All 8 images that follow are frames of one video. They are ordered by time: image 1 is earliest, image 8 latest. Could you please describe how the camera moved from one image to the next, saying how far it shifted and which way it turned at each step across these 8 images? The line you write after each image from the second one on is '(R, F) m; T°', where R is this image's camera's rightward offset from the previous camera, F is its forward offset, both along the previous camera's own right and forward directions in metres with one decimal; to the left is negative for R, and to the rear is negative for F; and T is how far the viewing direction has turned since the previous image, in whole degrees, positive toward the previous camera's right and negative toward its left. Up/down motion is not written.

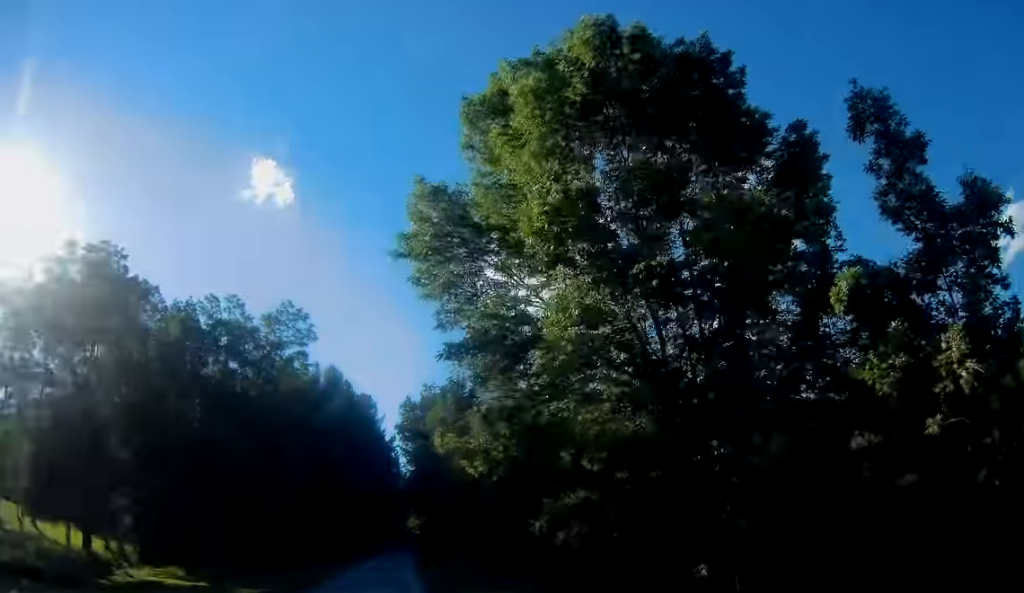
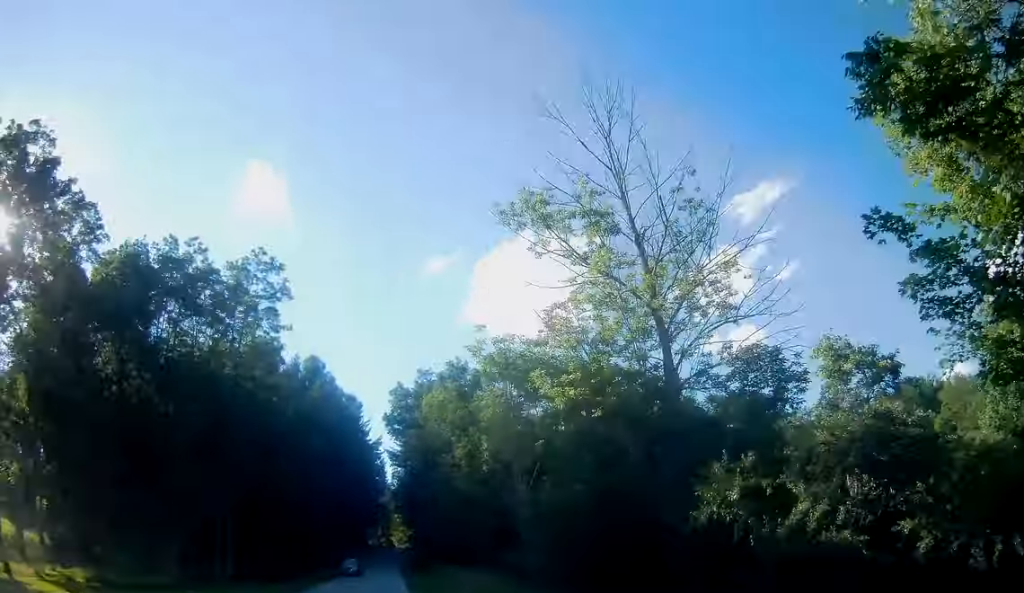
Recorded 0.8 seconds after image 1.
(+0.2, +15.8) m; +1°
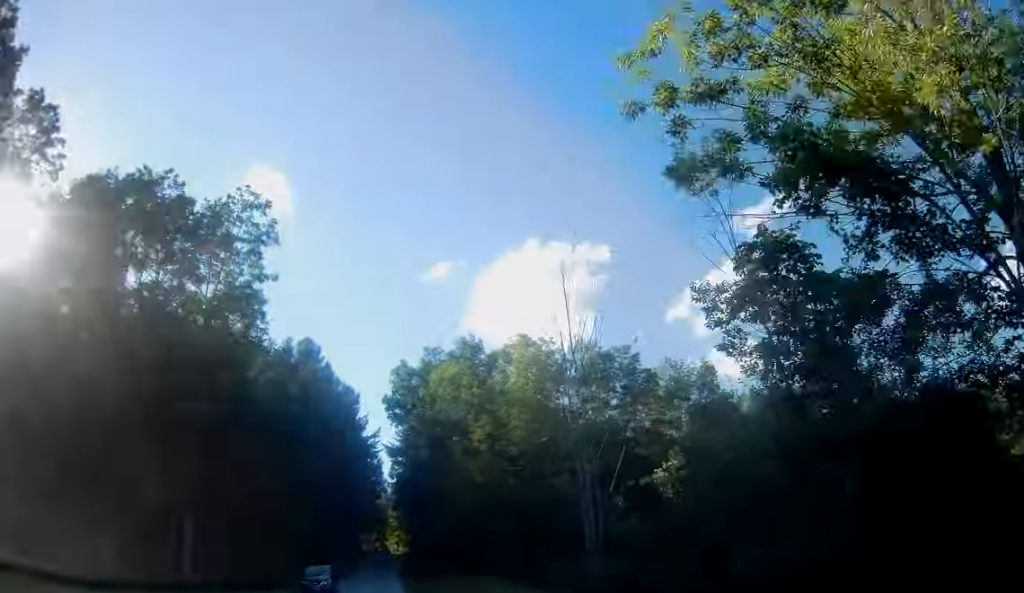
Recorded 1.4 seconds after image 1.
(+0.2, +10.9) m; +1°
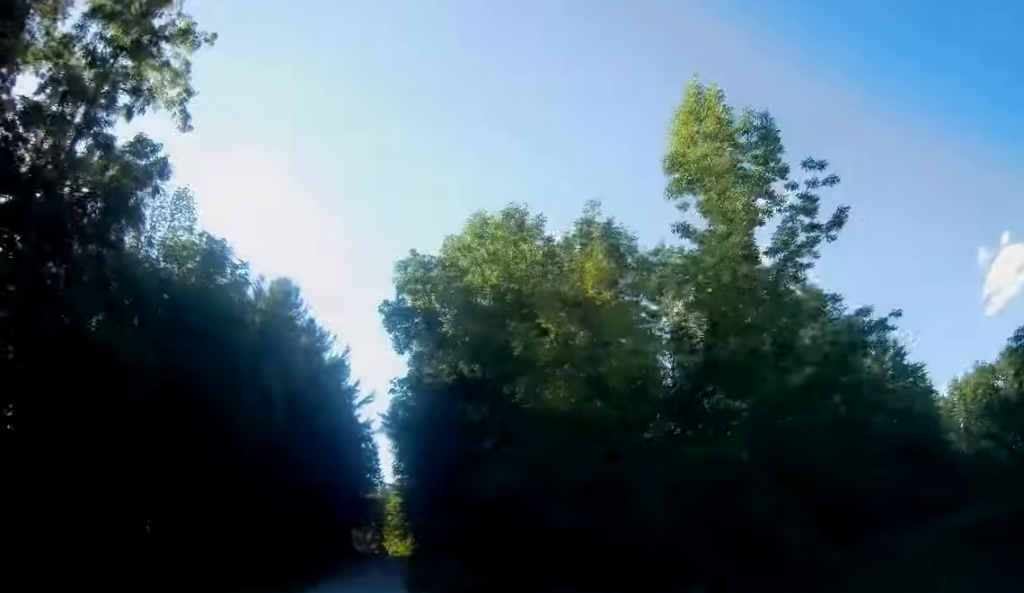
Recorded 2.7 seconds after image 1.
(+0.1, +23.5) m; 0°
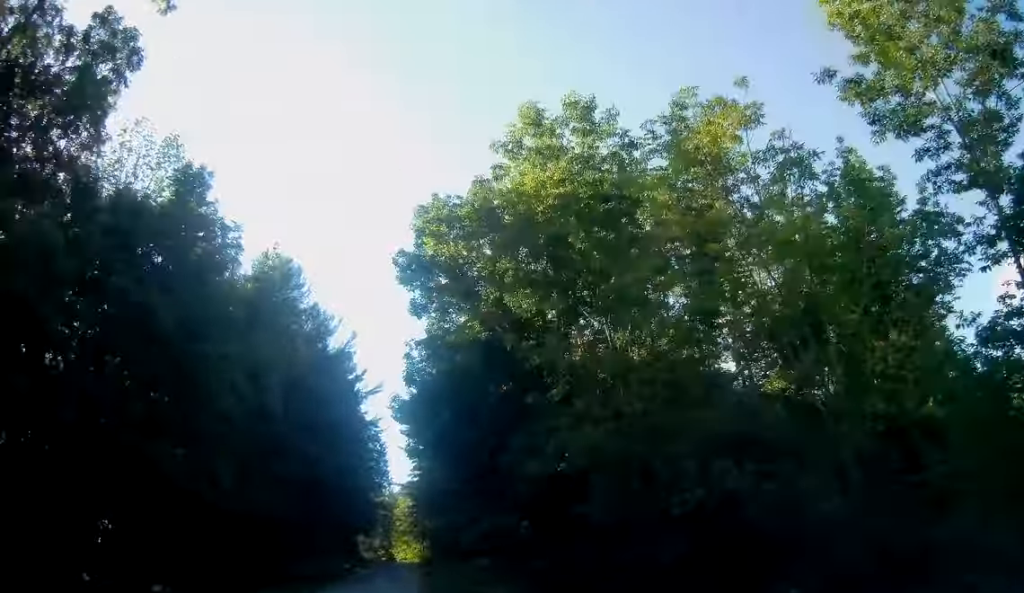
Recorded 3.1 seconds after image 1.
(-0.2, +7.4) m; +1°
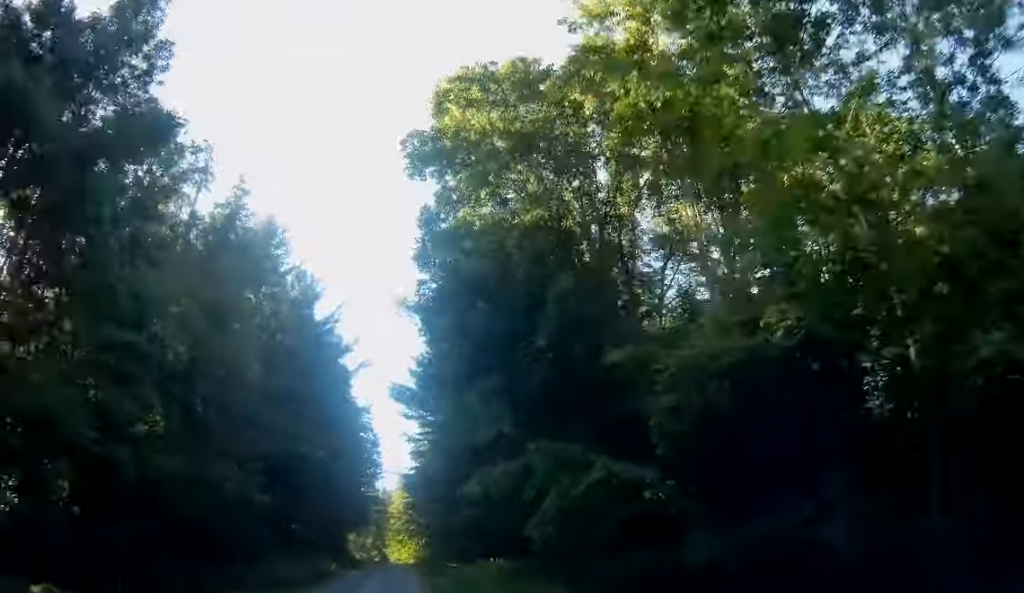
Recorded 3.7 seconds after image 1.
(0.0, +9.5) m; +1°
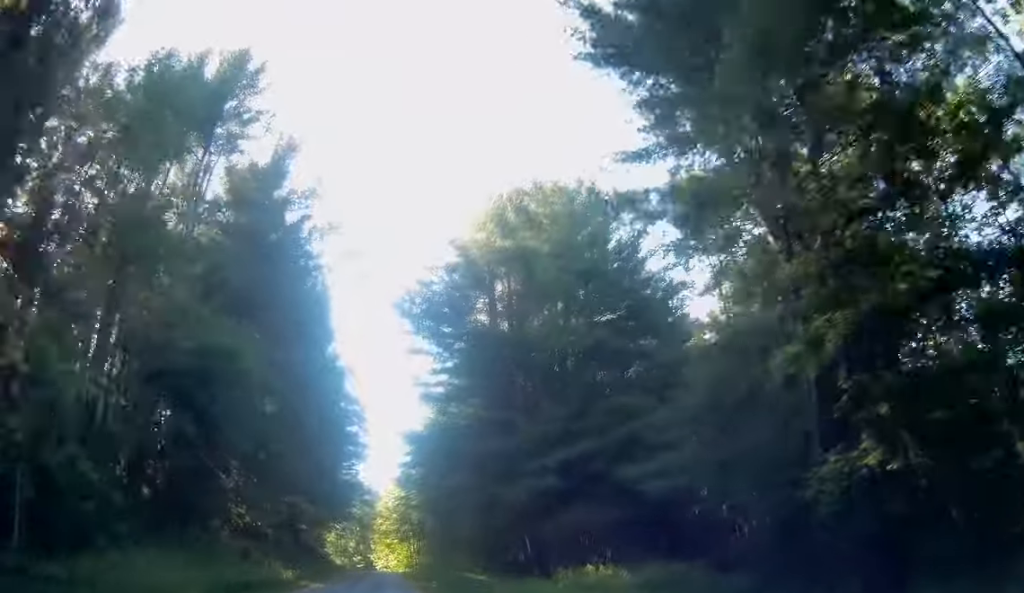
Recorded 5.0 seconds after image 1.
(+1.0, +22.1) m; +3°
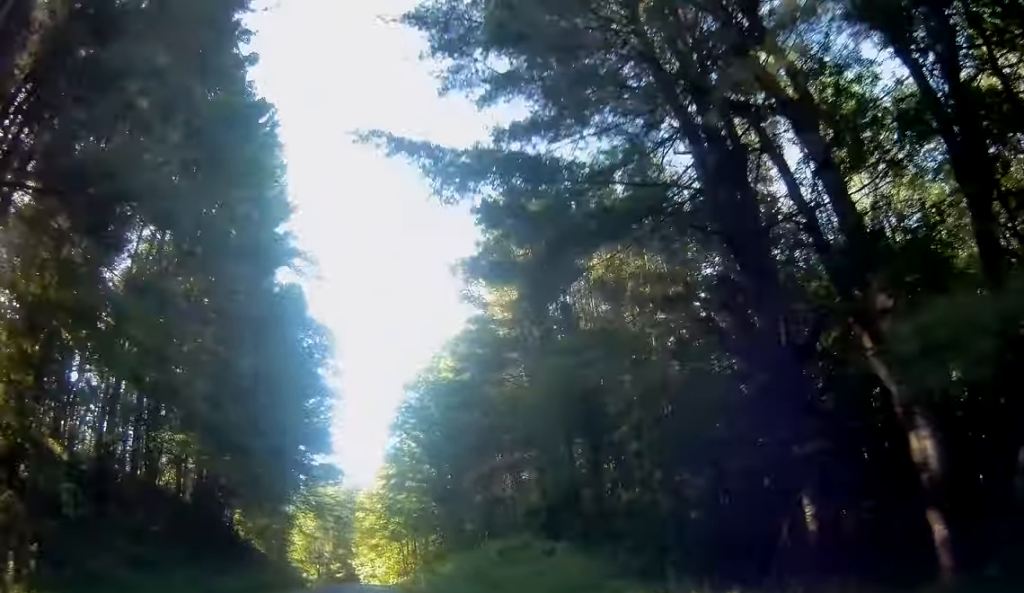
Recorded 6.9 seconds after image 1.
(+0.4, +33.5) m; +2°
